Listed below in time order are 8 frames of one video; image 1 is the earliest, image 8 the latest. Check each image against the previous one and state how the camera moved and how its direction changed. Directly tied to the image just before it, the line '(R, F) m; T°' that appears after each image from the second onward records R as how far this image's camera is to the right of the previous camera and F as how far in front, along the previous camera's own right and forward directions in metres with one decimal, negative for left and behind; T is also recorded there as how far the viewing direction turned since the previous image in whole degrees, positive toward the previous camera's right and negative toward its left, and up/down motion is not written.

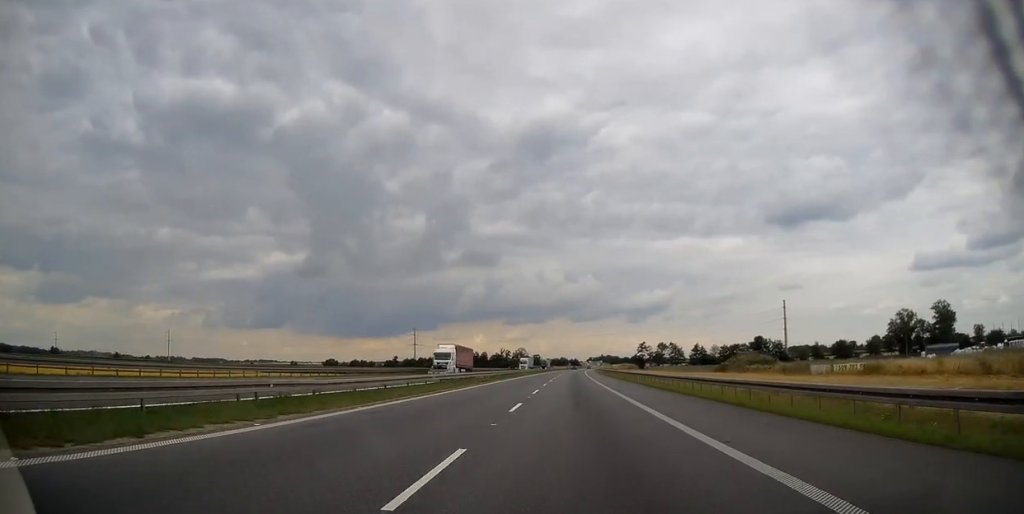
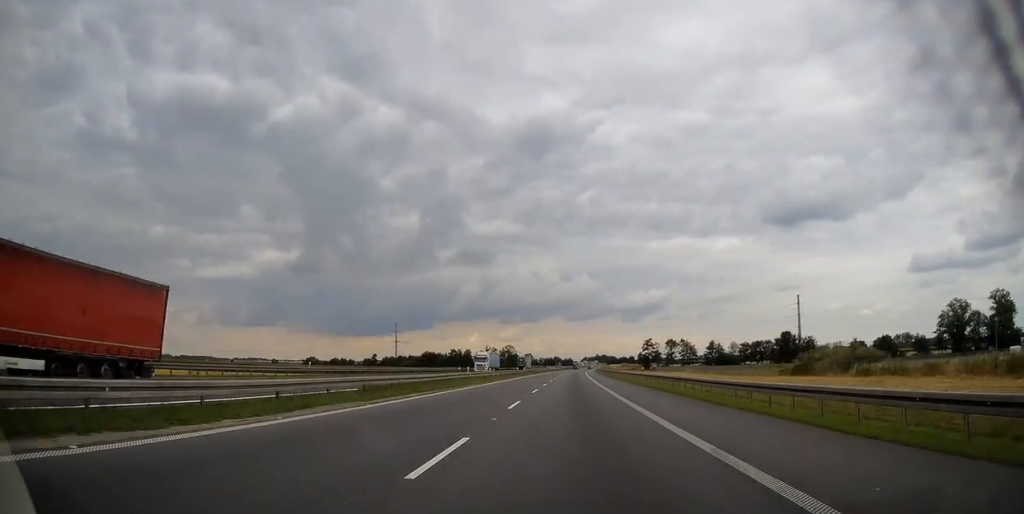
(+0.1, +46.5) m; 0°
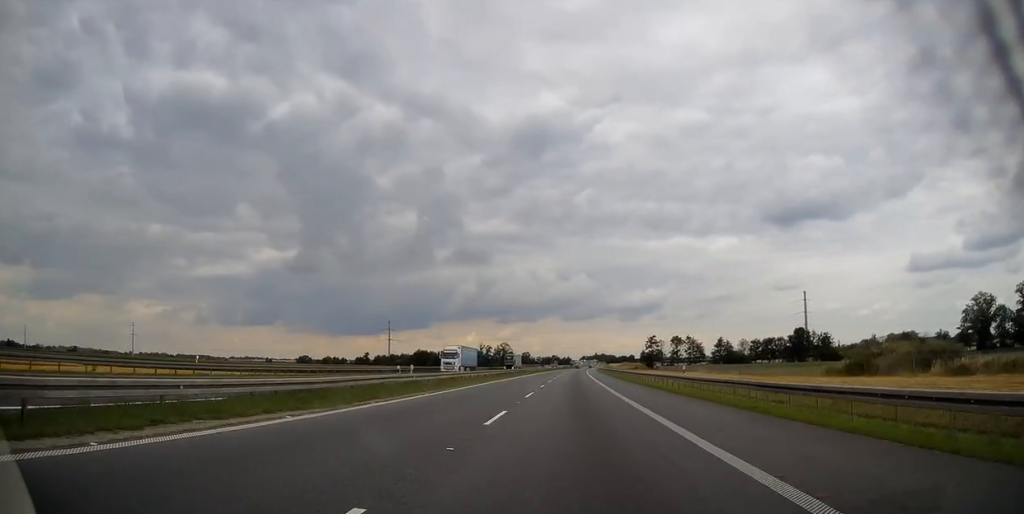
(0.0, +17.6) m; 0°
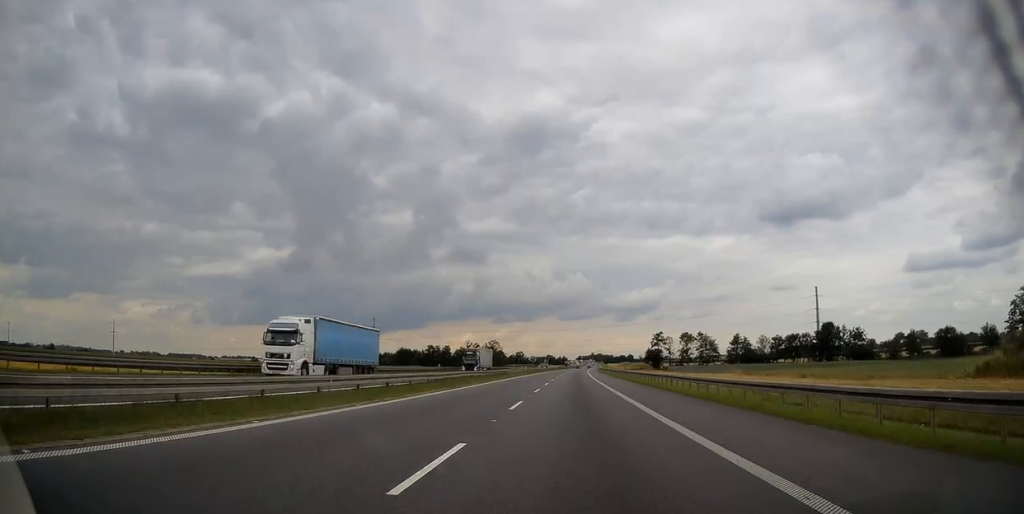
(+0.1, +31.3) m; 0°
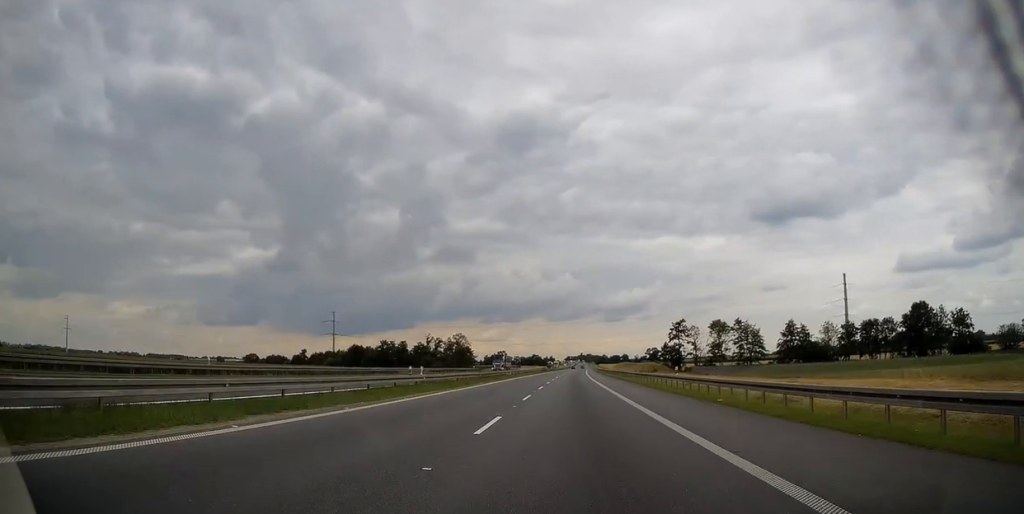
(+0.8, +66.4) m; +1°
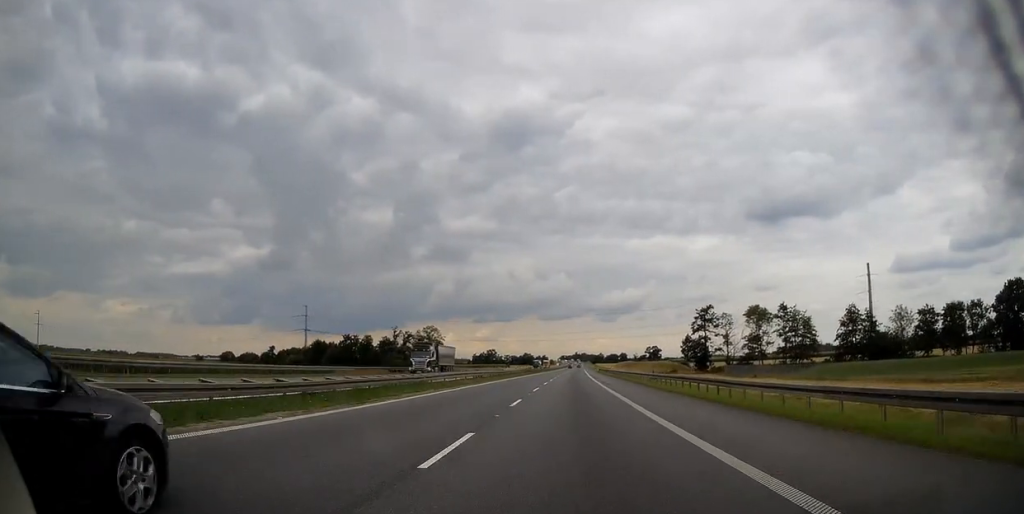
(+0.3, +40.0) m; 0°
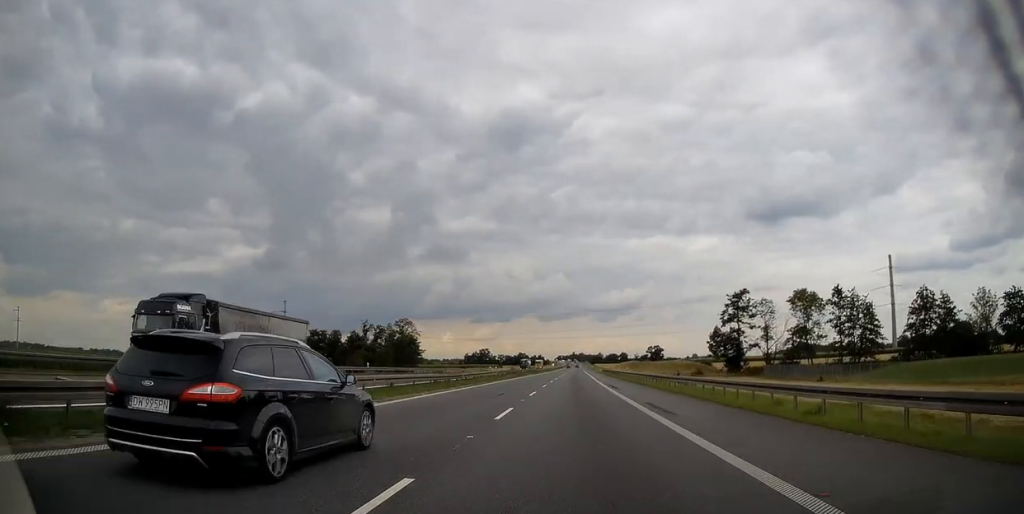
(0.0, +28.7) m; 0°
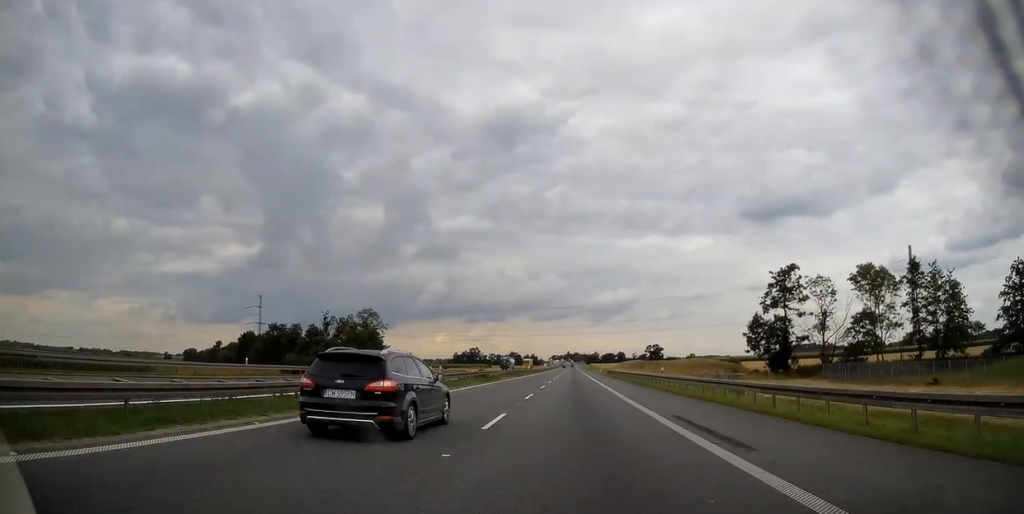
(-0.1, +26.2) m; 0°
